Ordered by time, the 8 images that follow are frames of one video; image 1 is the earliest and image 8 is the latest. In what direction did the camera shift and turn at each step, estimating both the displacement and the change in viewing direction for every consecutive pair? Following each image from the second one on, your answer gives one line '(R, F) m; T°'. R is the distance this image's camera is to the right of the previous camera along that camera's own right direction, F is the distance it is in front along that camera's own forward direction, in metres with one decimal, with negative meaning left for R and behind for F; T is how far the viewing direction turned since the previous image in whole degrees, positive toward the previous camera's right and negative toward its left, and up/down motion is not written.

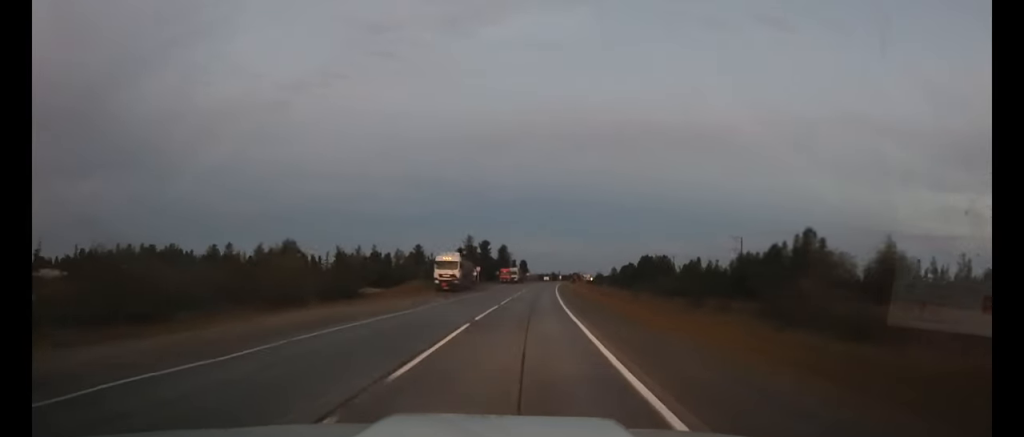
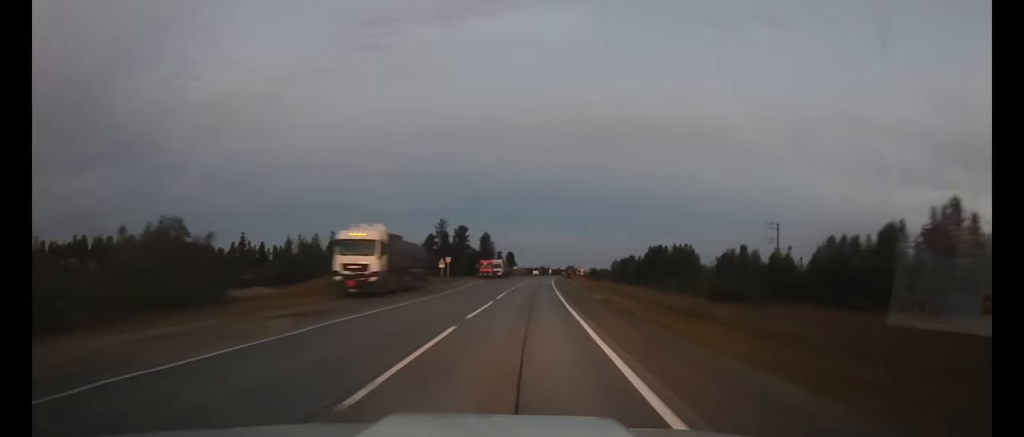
(+0.1, +25.5) m; +1°
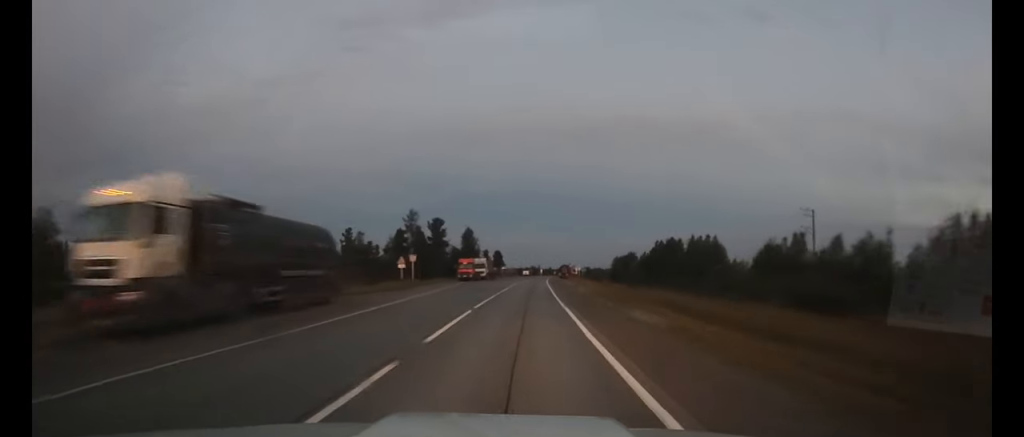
(+0.1, +18.2) m; +1°
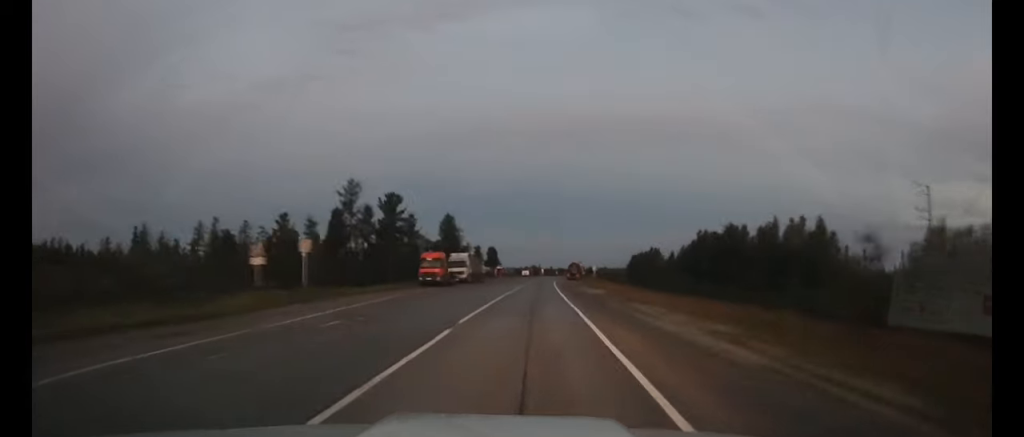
(+0.4, +30.8) m; +1°
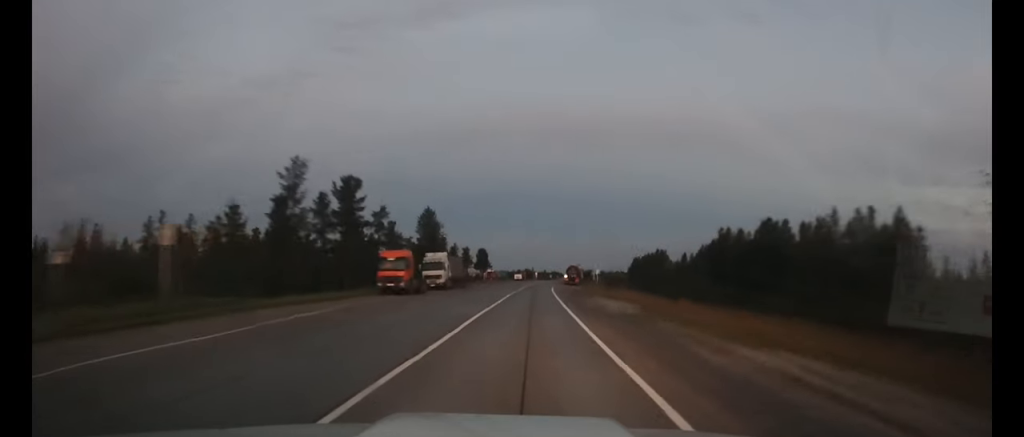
(0.0, +13.6) m; 0°
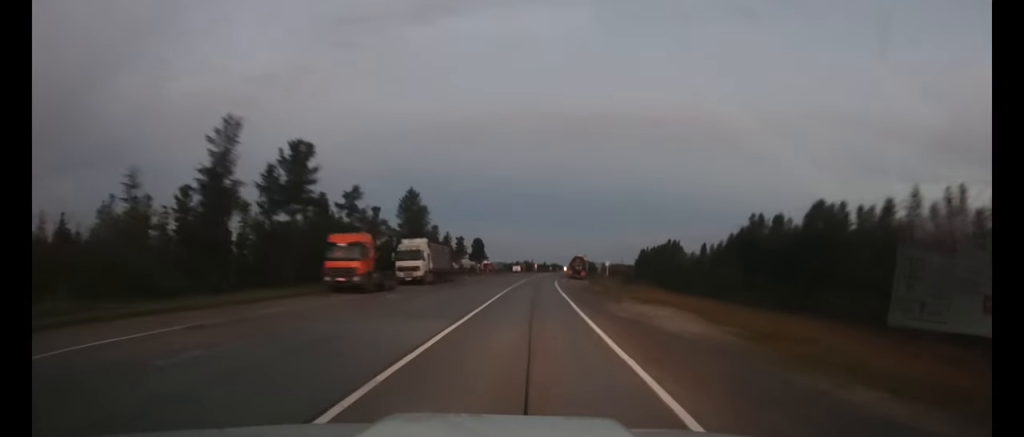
(0.0, +11.7) m; 0°
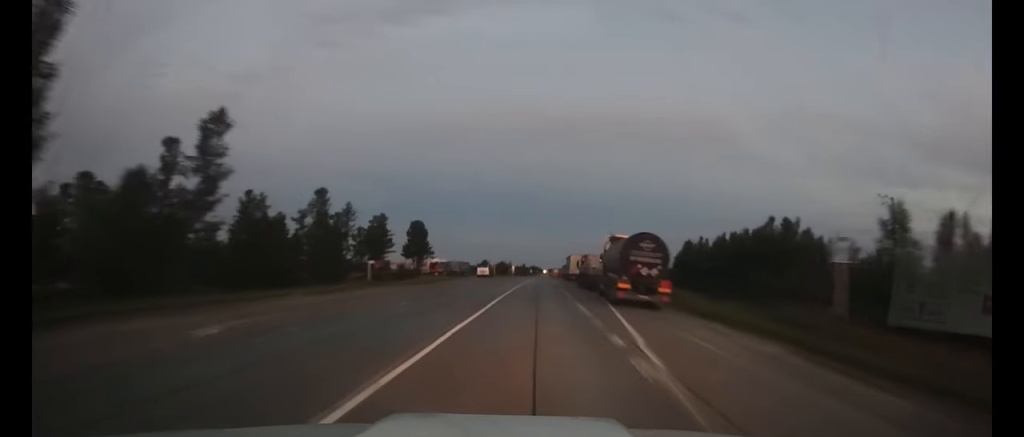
(+0.7, +60.4) m; +2°
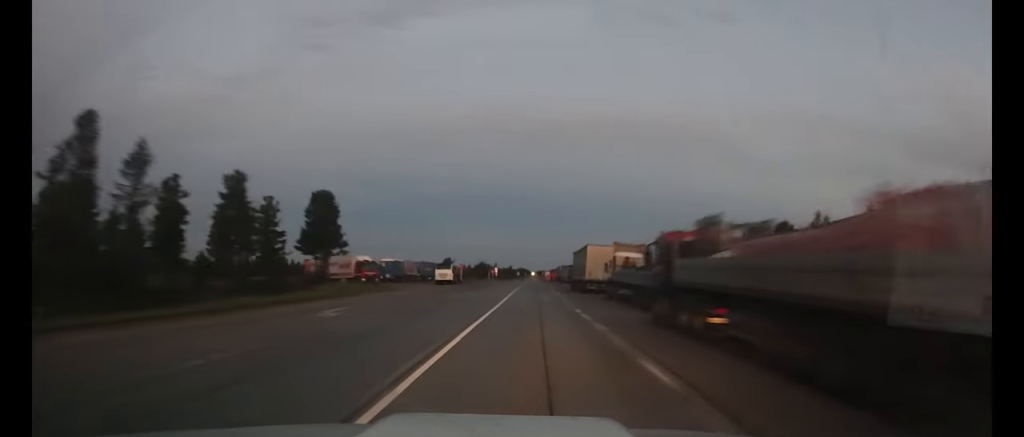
(+0.7, +39.5) m; +2°
